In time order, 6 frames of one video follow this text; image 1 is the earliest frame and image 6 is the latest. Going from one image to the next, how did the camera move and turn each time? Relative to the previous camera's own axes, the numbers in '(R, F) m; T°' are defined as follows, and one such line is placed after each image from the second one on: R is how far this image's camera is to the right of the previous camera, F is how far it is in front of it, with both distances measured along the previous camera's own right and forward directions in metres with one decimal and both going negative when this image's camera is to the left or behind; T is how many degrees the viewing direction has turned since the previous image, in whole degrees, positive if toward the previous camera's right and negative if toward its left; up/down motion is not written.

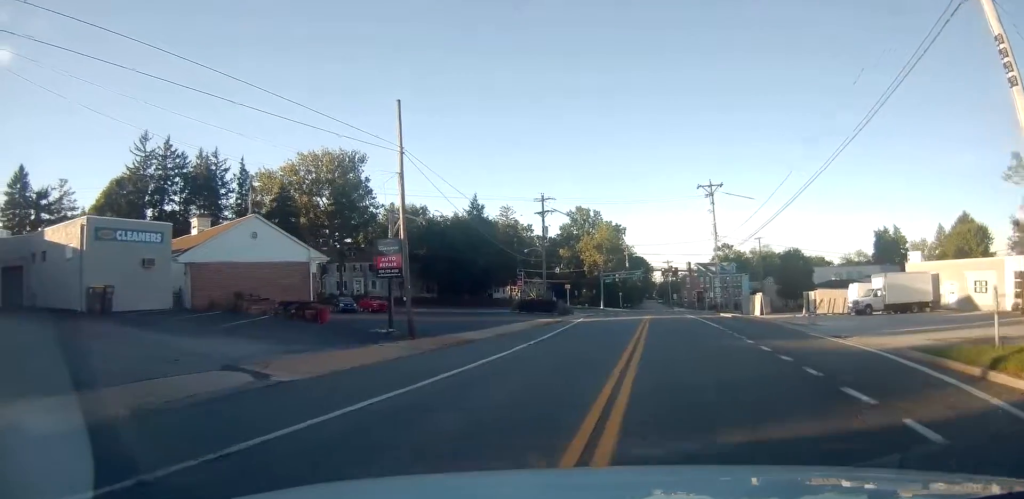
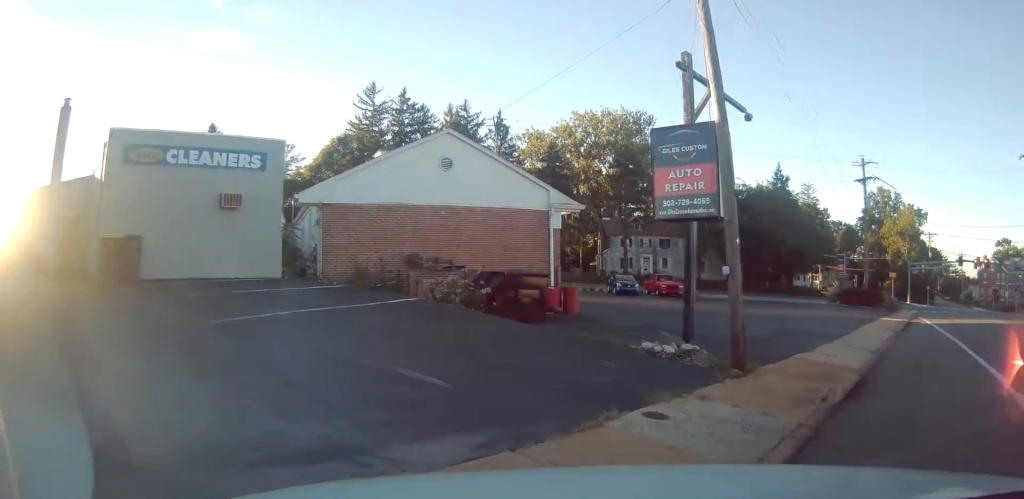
(-3.4, +17.9) m; -32°
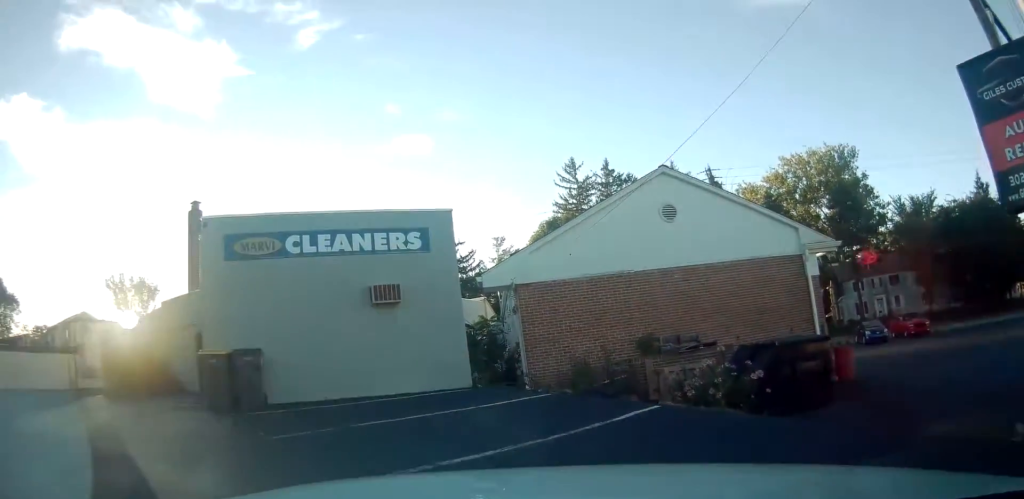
(-1.1, +5.5) m; -26°
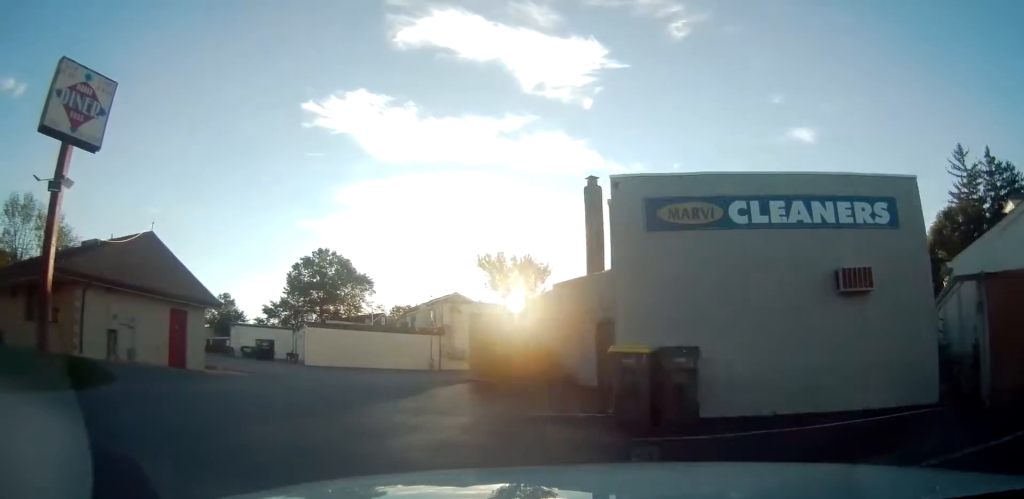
(-1.2, +3.5) m; -45°
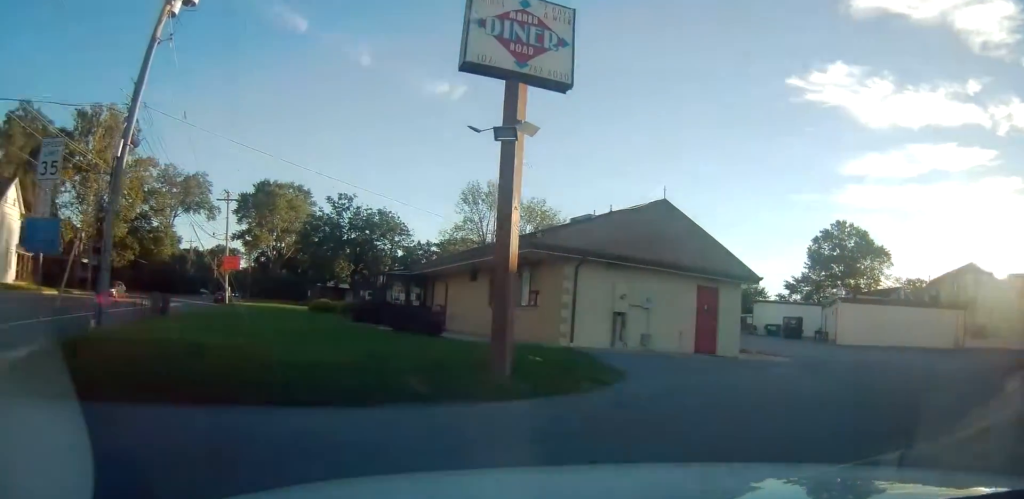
(-1.3, +3.3) m; -40°
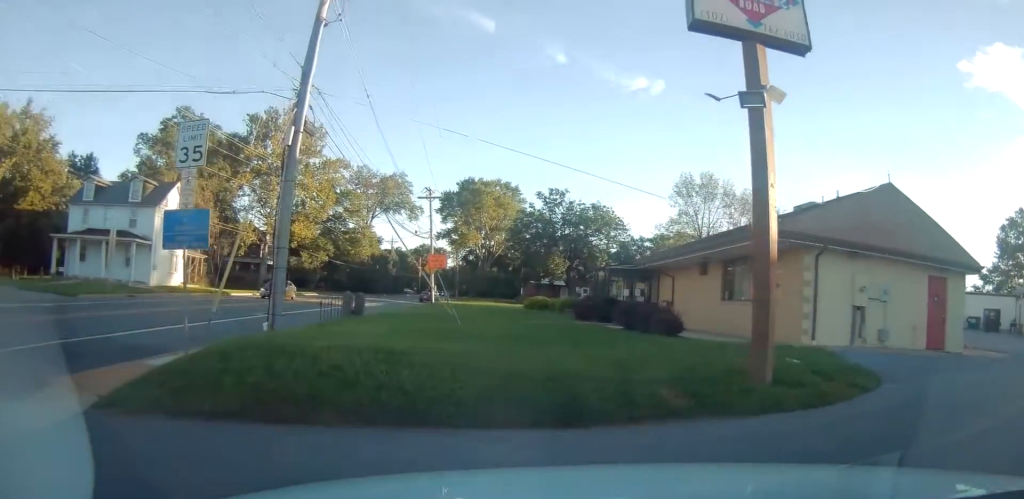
(-0.2, +1.4) m; -15°
